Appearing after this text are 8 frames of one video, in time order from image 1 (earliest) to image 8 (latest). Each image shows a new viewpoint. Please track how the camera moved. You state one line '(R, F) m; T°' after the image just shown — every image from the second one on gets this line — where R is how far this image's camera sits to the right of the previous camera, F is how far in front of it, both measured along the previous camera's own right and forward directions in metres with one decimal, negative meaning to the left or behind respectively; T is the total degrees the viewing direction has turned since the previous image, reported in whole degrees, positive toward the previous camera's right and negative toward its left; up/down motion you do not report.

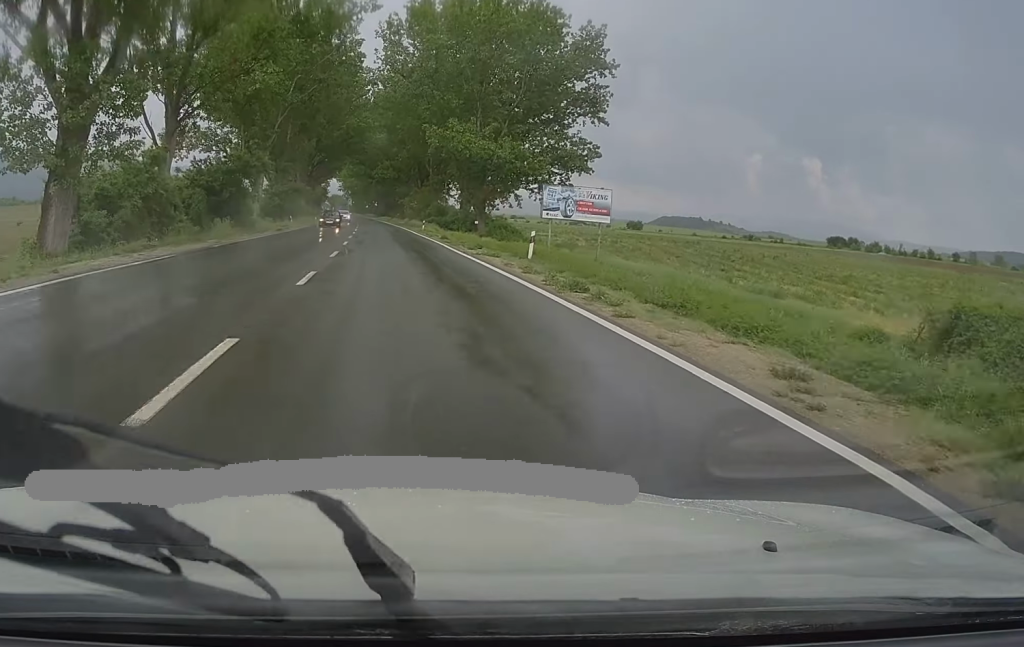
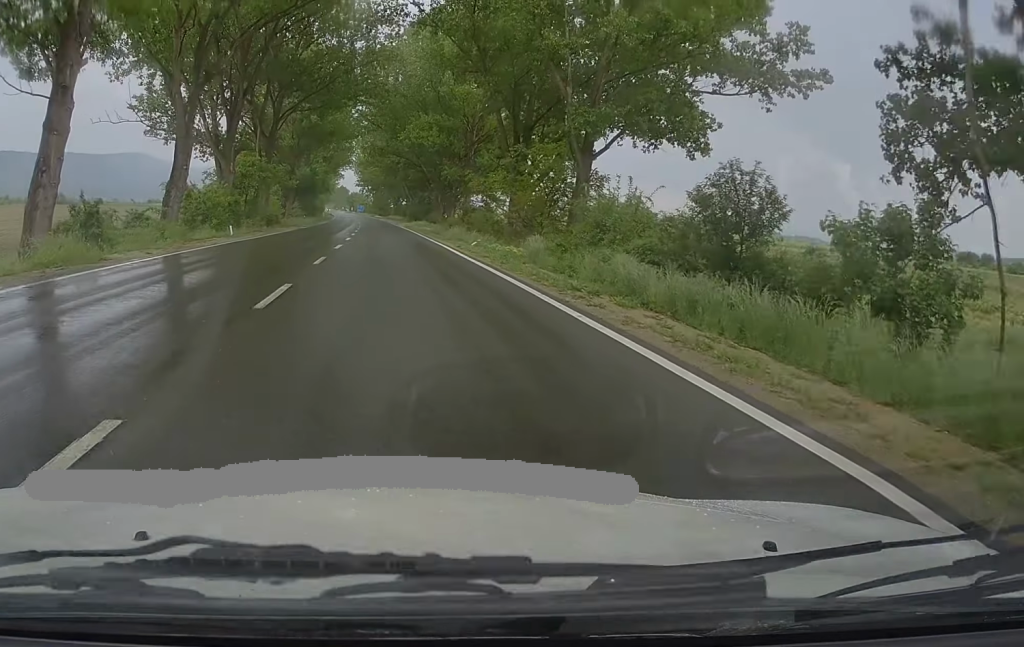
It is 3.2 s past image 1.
(-1.2, +83.7) m; -1°
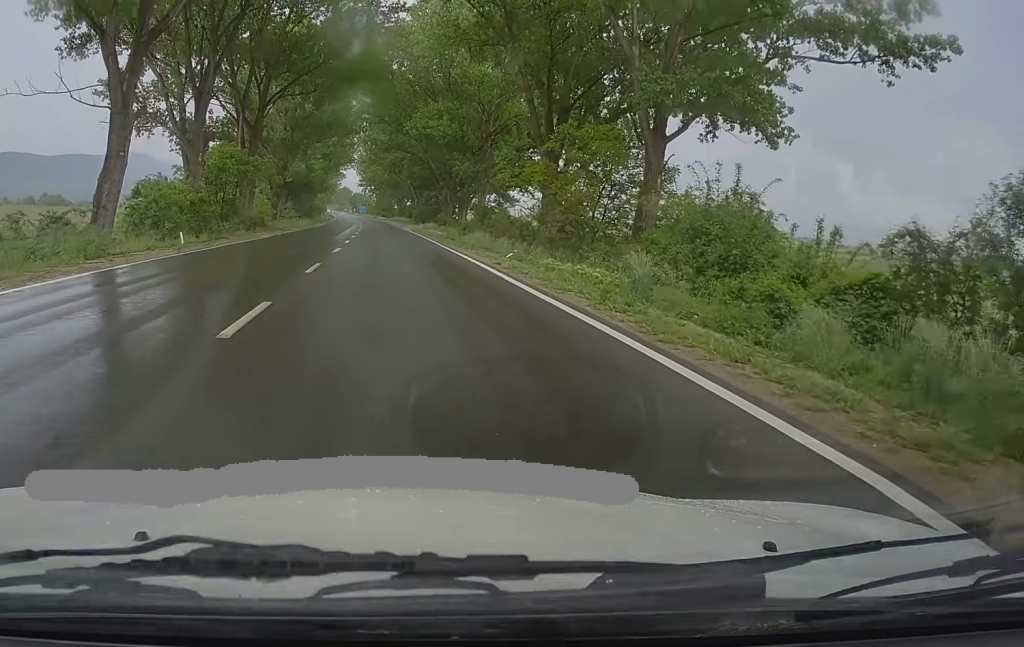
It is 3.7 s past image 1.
(-0.1, +11.3) m; 0°
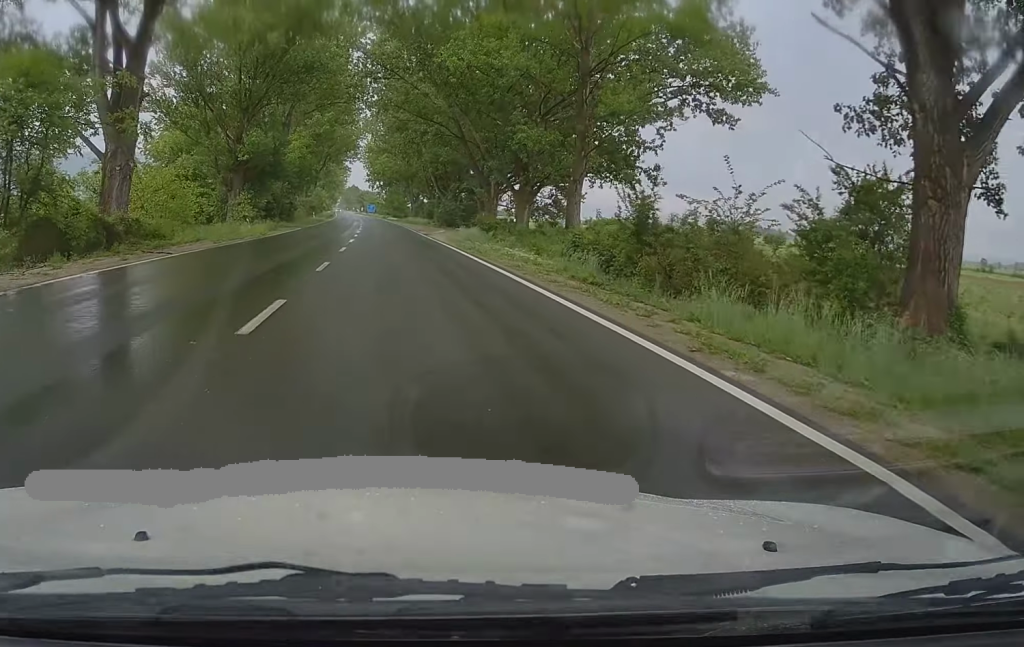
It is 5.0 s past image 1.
(+0.1, +35.4) m; -1°
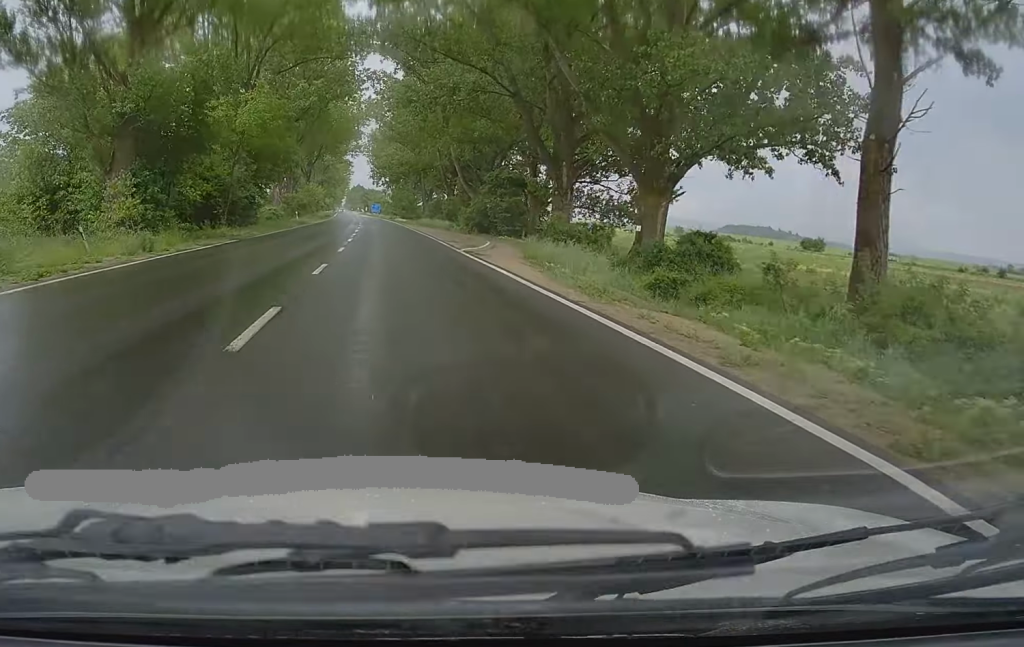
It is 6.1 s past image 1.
(-0.7, +27.7) m; -1°
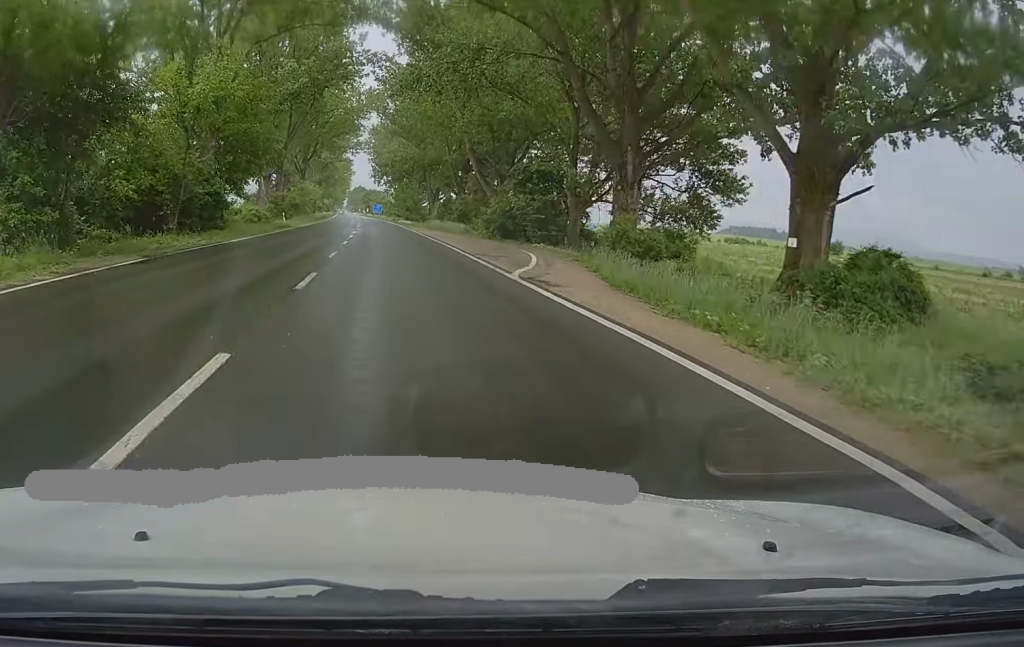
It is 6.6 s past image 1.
(0.0, +12.2) m; 0°
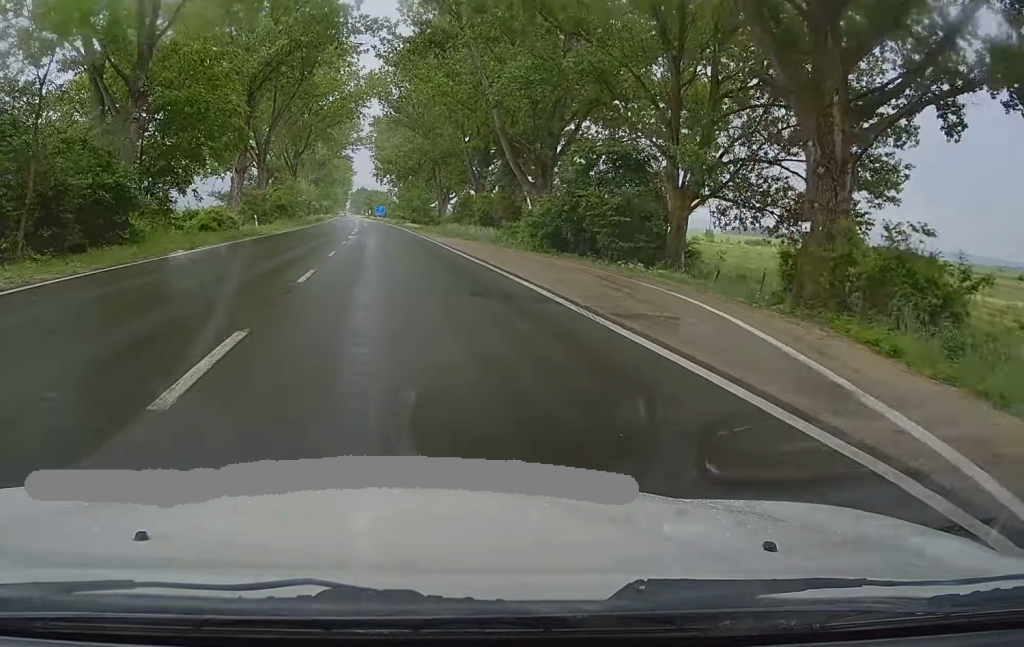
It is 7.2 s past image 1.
(0.0, +16.5) m; 0°
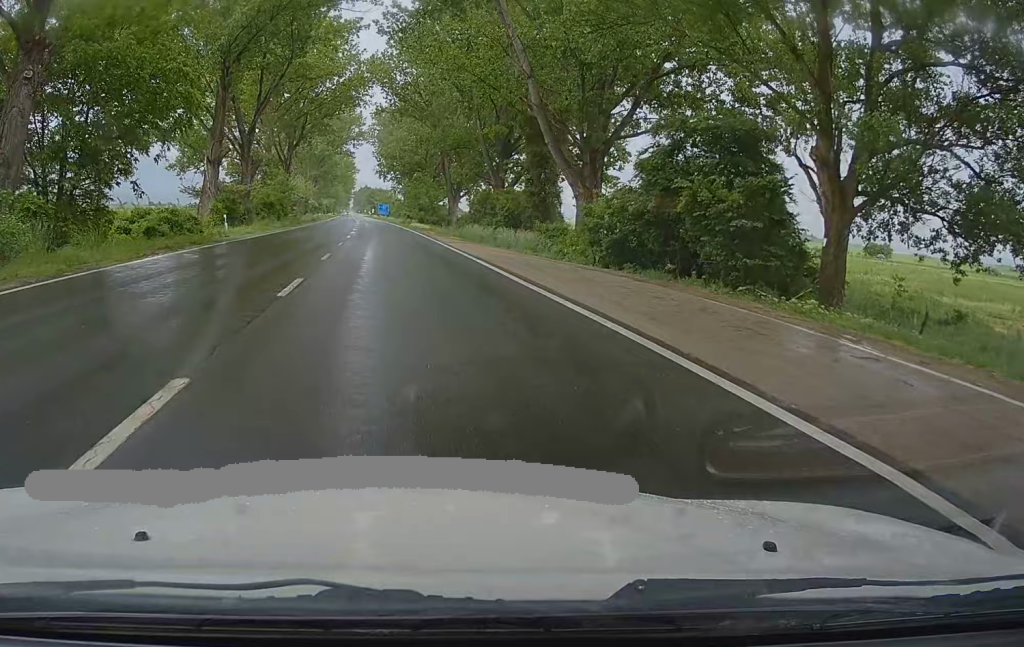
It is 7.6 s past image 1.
(0.0, +11.4) m; 0°
